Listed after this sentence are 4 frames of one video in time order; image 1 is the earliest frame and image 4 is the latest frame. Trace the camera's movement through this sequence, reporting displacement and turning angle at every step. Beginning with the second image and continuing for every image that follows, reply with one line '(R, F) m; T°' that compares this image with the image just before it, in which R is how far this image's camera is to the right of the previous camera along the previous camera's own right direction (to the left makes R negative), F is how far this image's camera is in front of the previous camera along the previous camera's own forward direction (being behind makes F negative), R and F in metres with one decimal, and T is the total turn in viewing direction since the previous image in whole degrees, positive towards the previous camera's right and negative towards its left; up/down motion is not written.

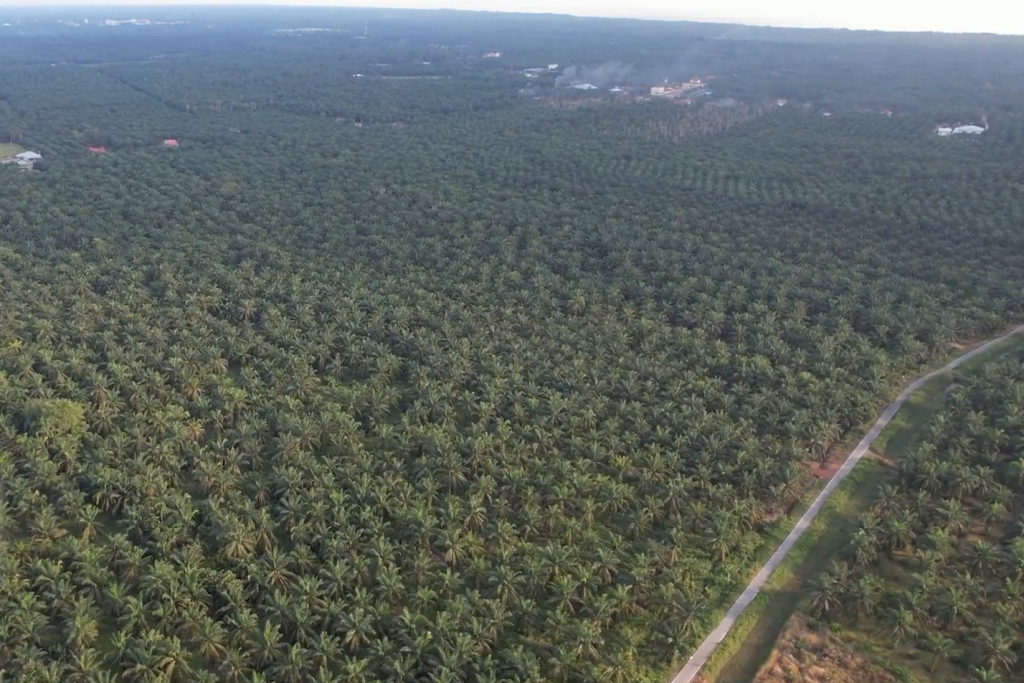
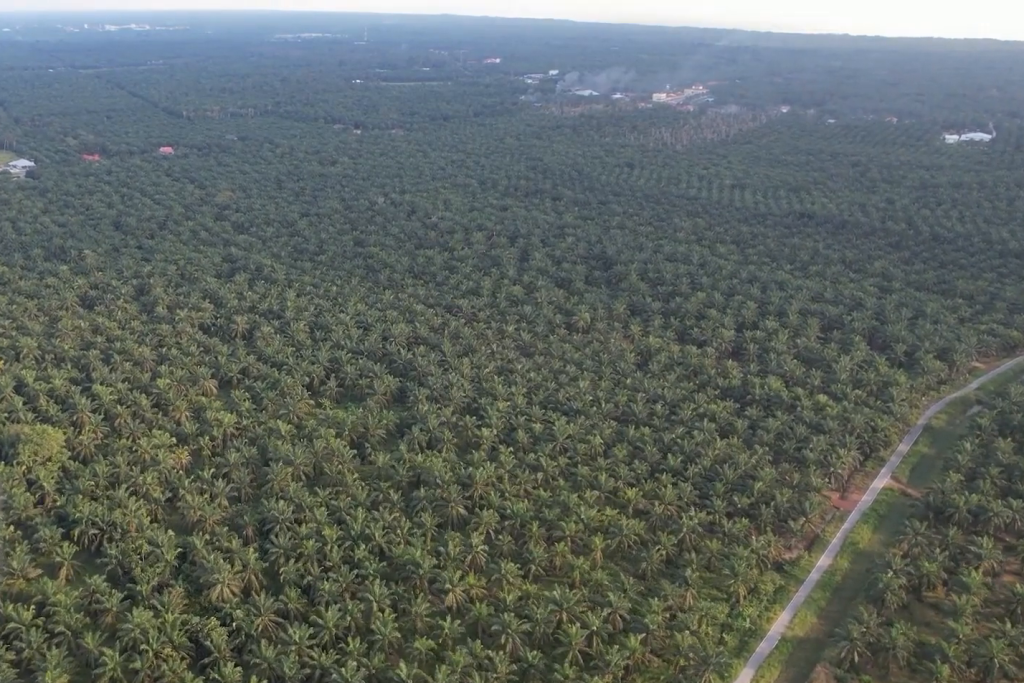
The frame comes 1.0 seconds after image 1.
(0.0, +14.8) m; 0°
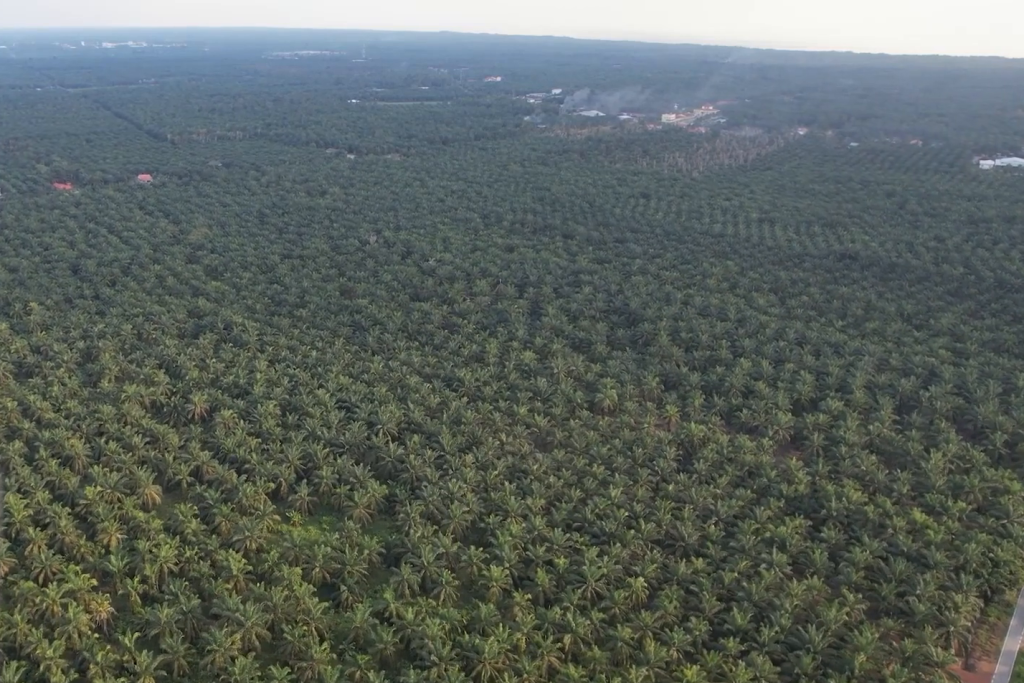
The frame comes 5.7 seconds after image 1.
(0.0, +65.4) m; 0°
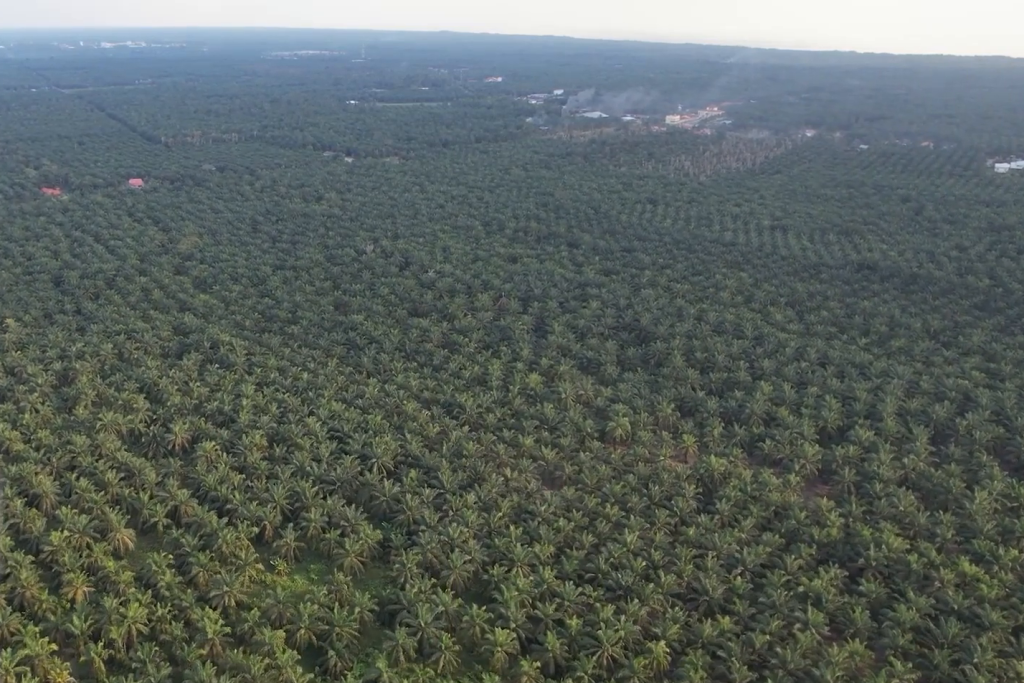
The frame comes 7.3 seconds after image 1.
(0.0, +23.0) m; 0°
